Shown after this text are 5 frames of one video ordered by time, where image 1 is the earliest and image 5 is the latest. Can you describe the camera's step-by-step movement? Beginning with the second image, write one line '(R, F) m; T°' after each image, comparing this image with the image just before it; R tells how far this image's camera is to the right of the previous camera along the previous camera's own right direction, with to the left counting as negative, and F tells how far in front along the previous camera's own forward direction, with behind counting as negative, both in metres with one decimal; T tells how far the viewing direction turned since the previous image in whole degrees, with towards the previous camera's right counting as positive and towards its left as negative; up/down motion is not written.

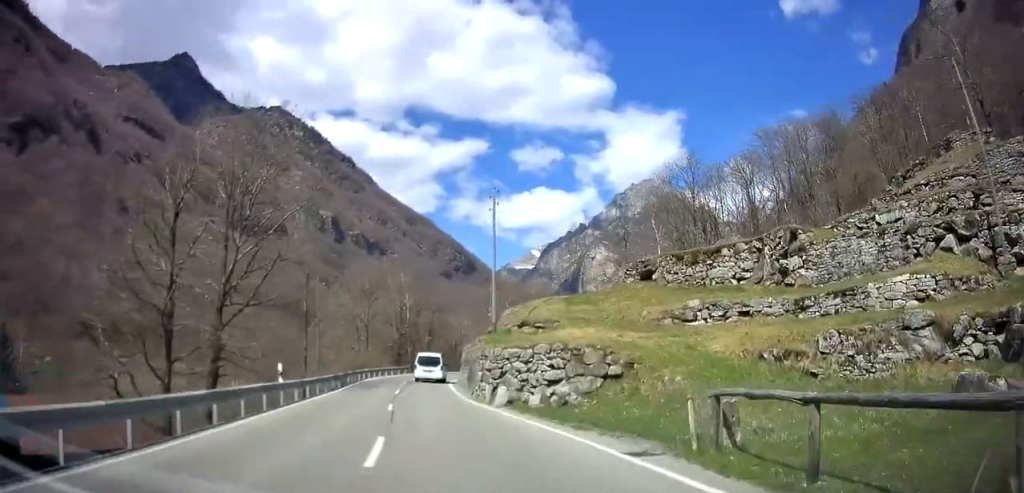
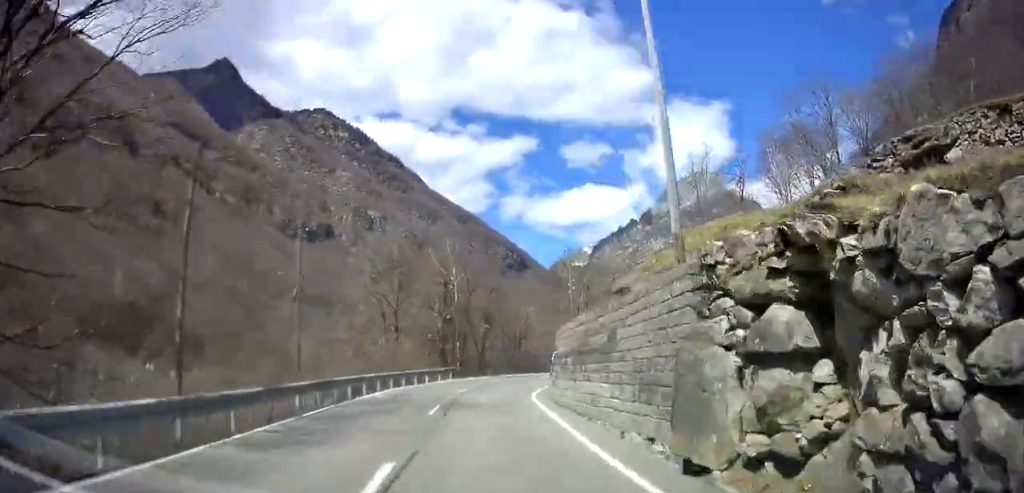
(-1.5, +20.8) m; -6°
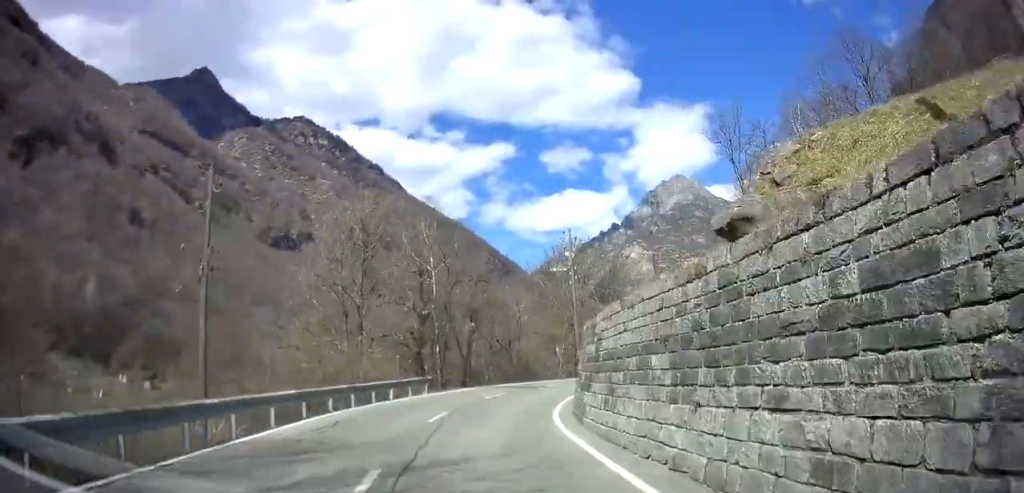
(-0.1, +9.3) m; +1°
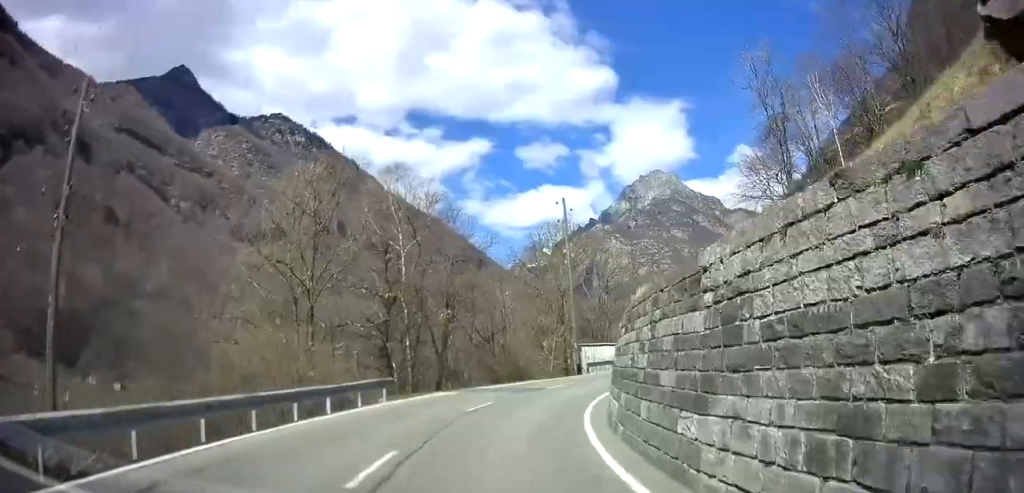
(+0.2, +7.2) m; +3°
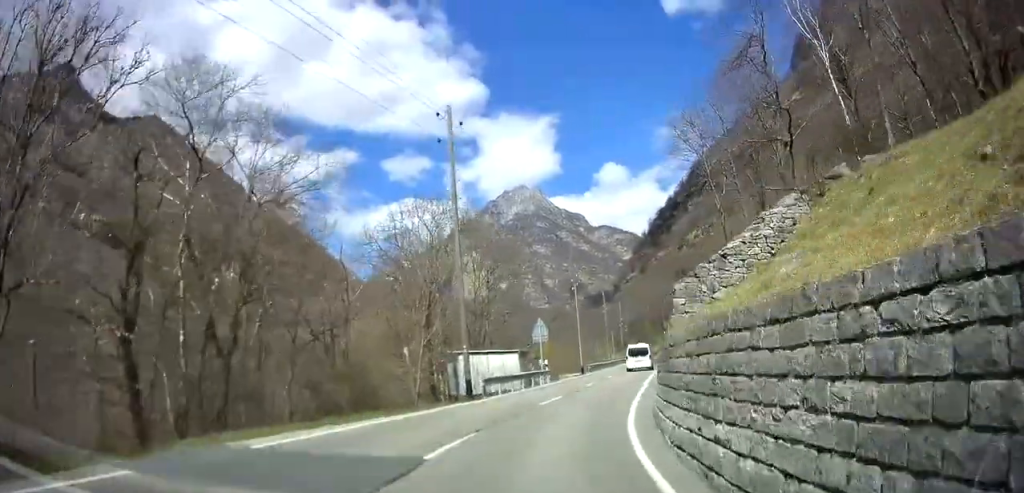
(+1.2, +16.5) m; +13°
